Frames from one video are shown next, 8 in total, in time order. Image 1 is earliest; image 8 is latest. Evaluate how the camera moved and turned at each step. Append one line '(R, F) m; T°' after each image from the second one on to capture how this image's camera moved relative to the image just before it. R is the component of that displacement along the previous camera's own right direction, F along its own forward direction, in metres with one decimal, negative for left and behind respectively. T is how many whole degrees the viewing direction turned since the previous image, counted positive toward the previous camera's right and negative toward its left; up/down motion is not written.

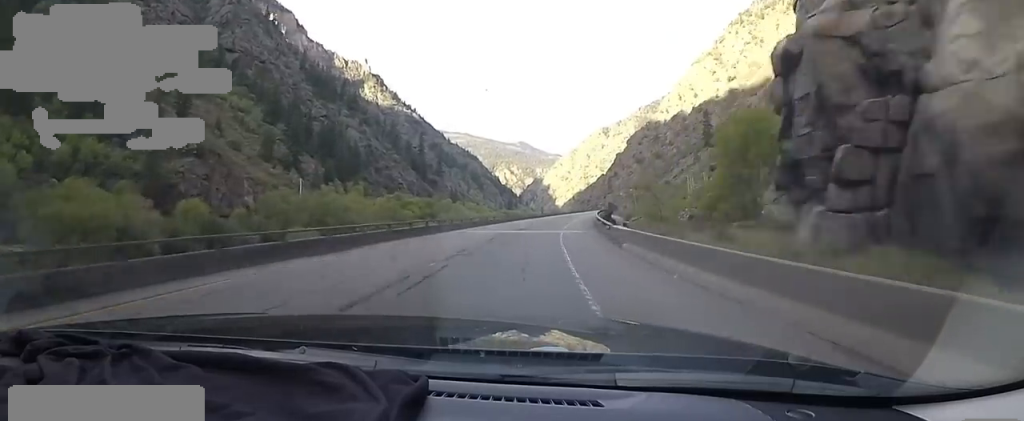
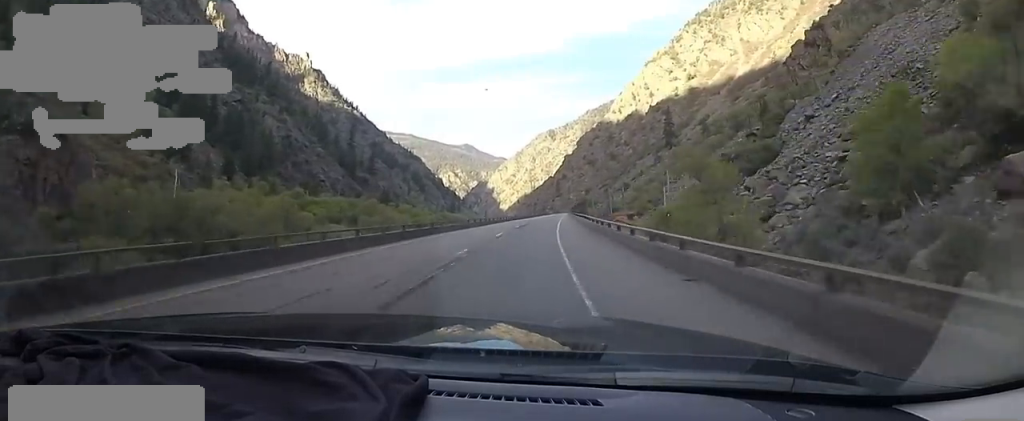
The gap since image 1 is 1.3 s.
(+3.6, +32.8) m; +8°
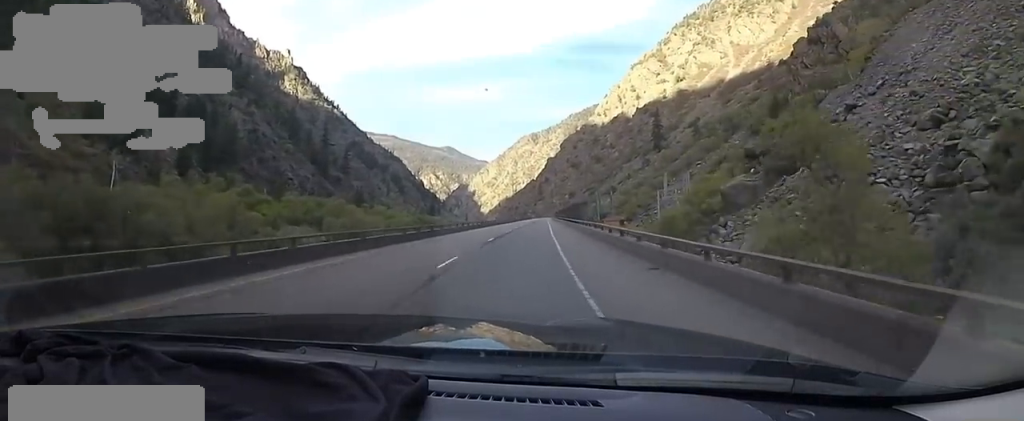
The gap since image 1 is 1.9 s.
(0.0, +14.0) m; +2°
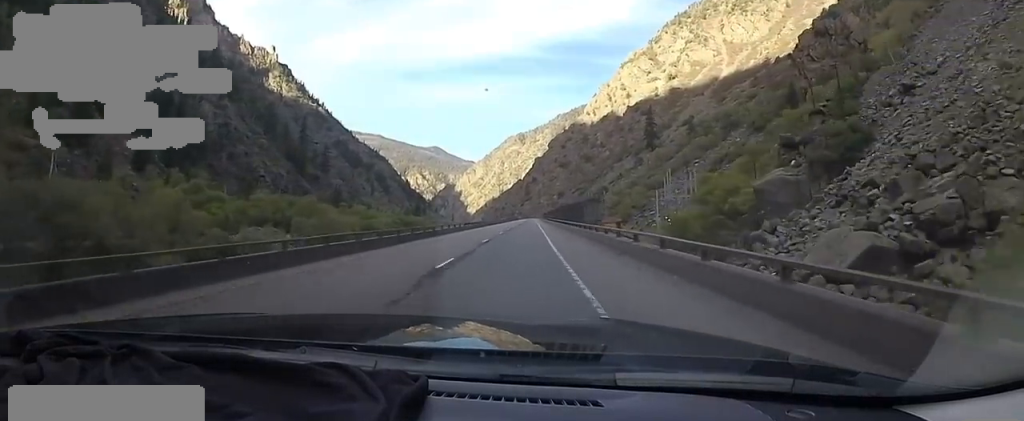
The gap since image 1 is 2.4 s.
(+0.3, +12.5) m; +1°
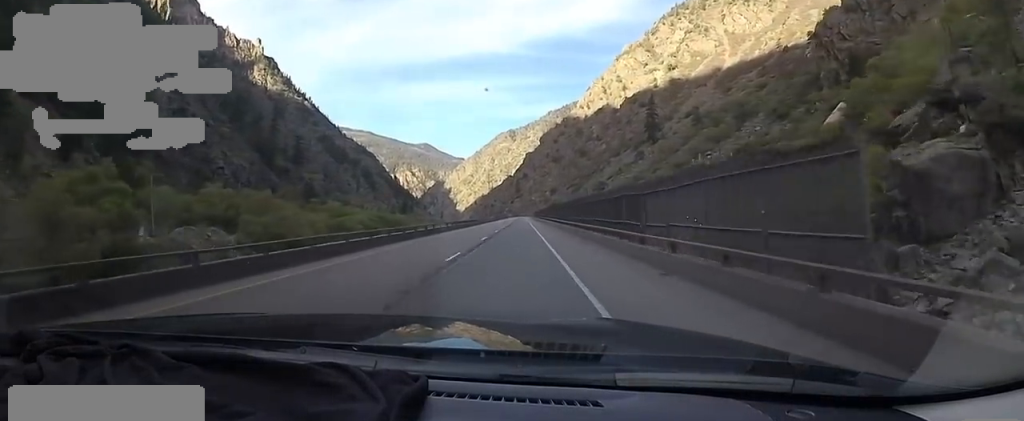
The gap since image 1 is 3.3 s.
(+0.5, +22.6) m; +1°
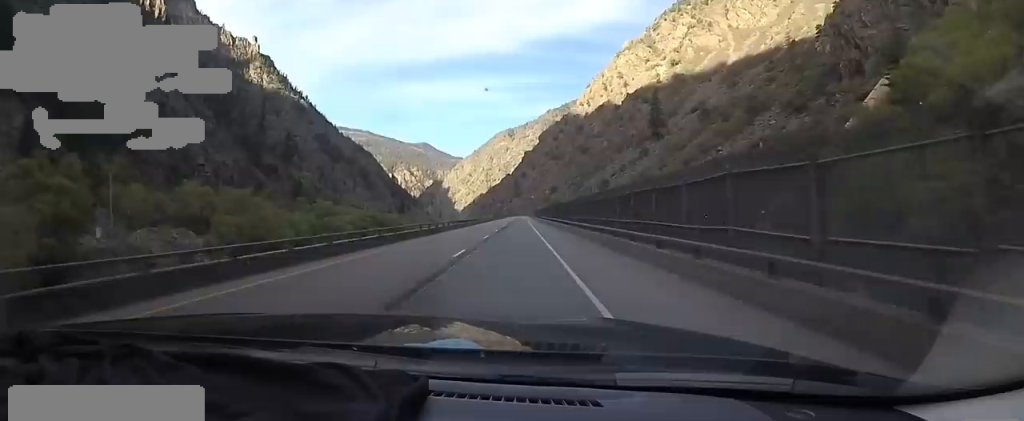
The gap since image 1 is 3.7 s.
(+0.2, +11.0) m; 0°
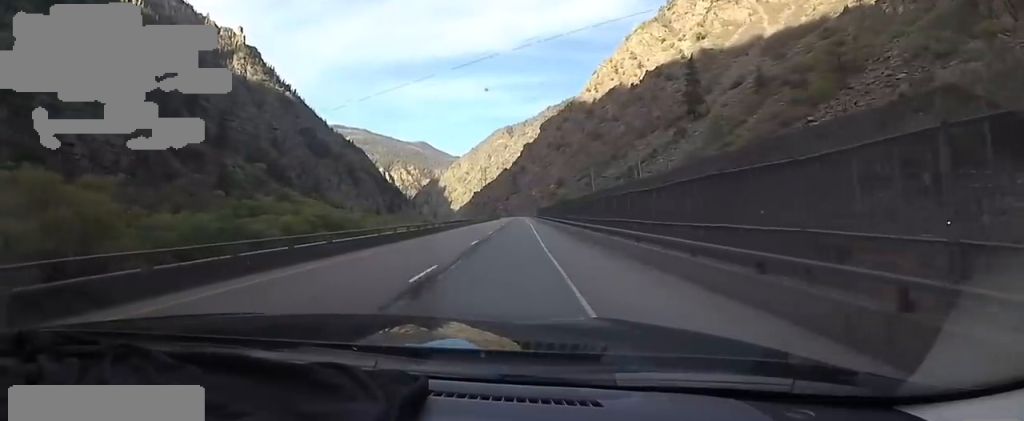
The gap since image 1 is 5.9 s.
(+2.8, +55.4) m; +3°
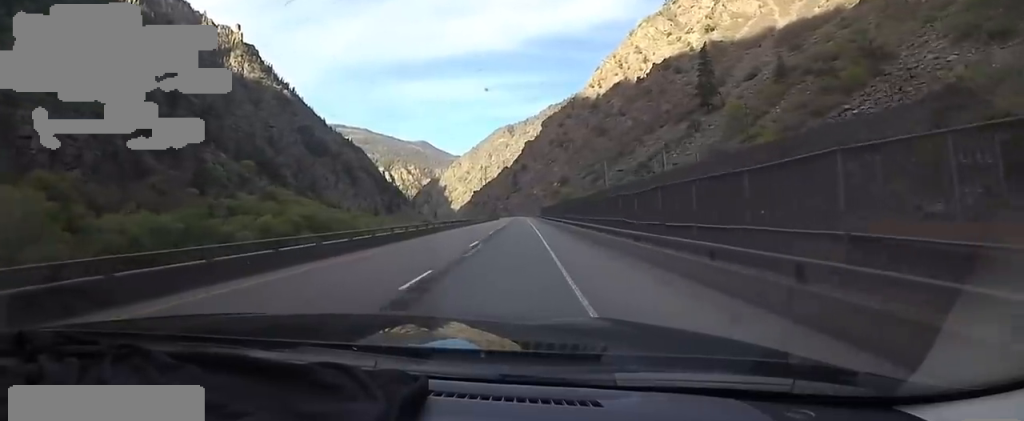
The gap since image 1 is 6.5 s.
(-1.0, +13.4) m; -2°
